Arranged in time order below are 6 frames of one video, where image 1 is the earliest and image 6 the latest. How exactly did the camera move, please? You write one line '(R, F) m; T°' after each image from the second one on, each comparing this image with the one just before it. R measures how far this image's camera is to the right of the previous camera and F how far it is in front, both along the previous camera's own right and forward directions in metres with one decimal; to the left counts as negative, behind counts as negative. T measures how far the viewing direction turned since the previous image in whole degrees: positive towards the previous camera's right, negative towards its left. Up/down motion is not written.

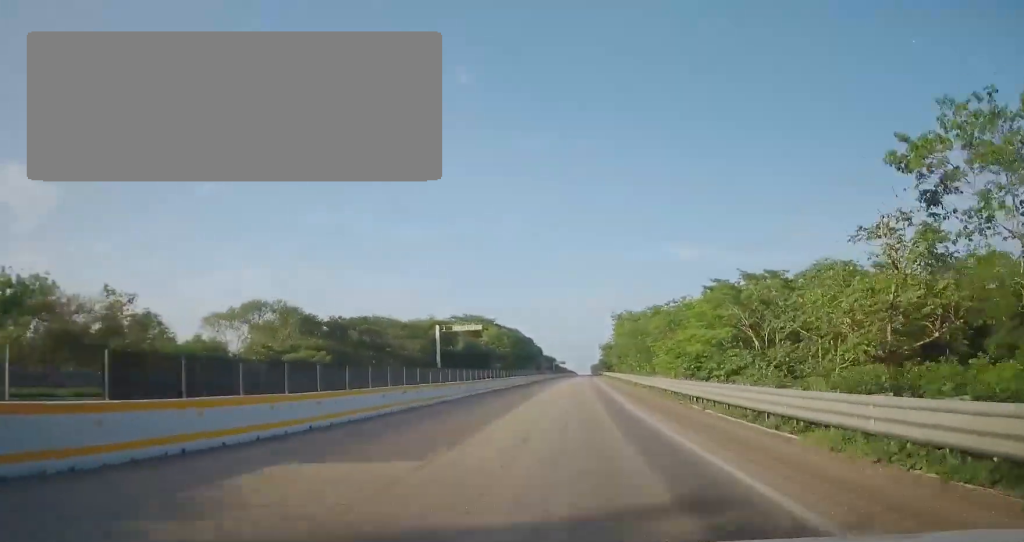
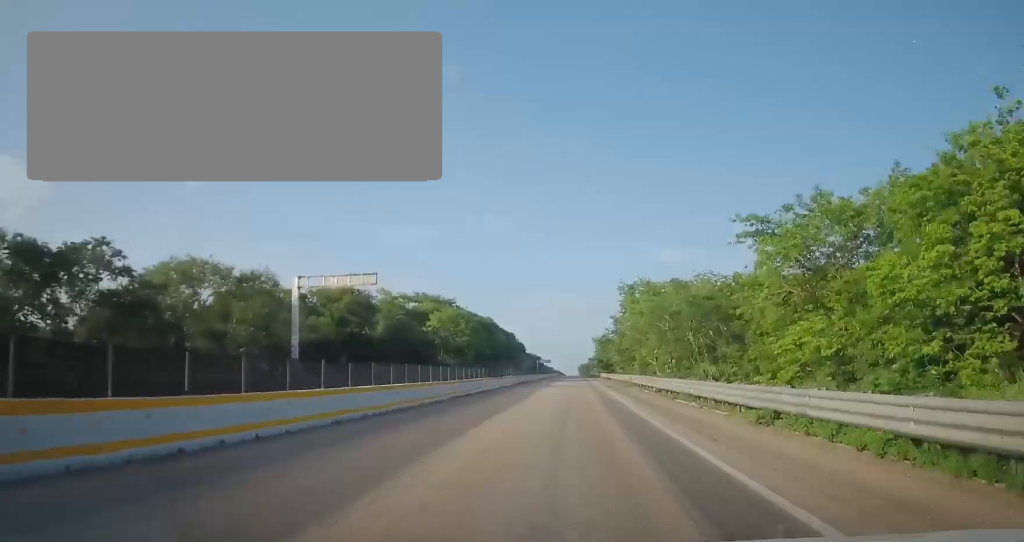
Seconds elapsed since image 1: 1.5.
(+0.3, +39.0) m; +1°
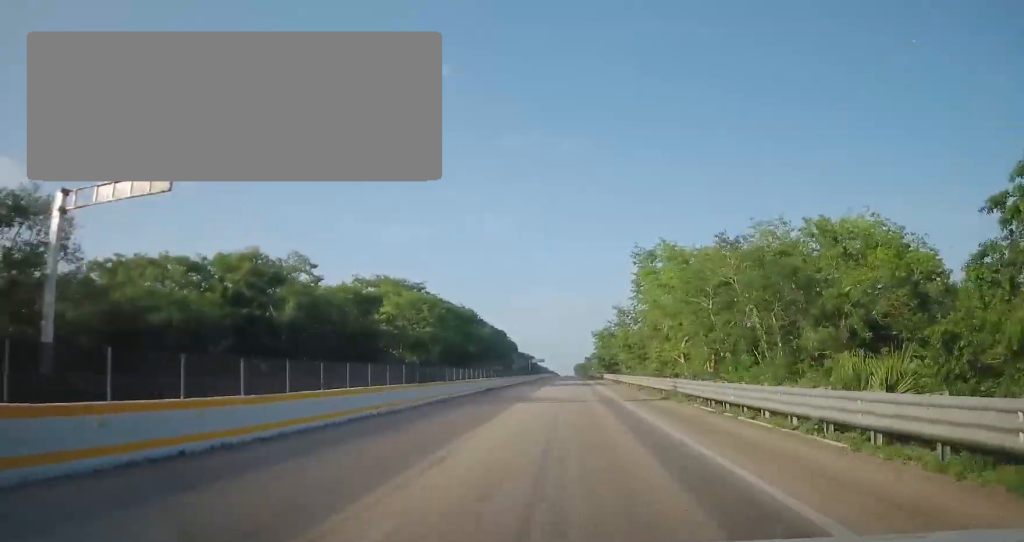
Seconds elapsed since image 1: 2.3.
(-0.1, +21.5) m; +1°
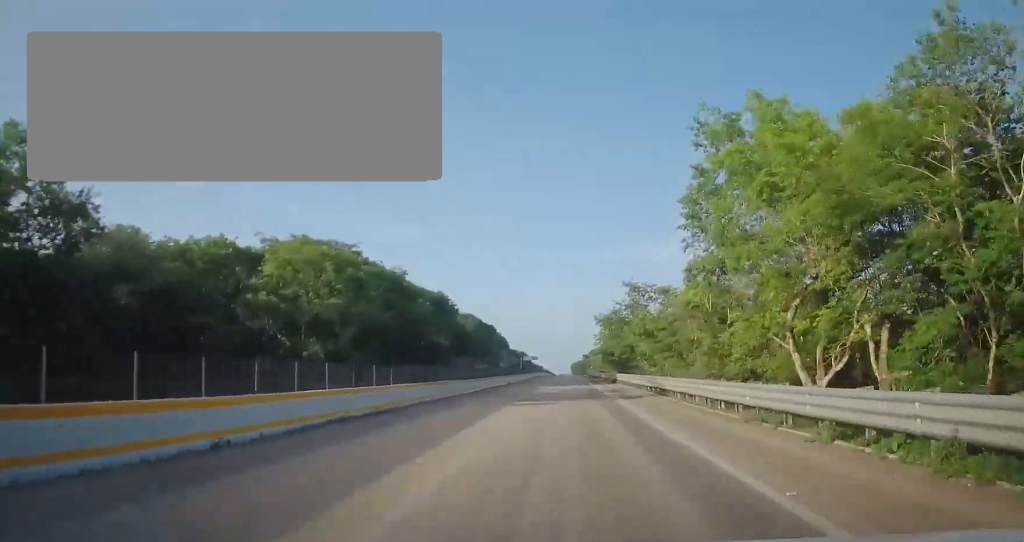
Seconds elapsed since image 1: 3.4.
(+0.4, +28.9) m; +1°
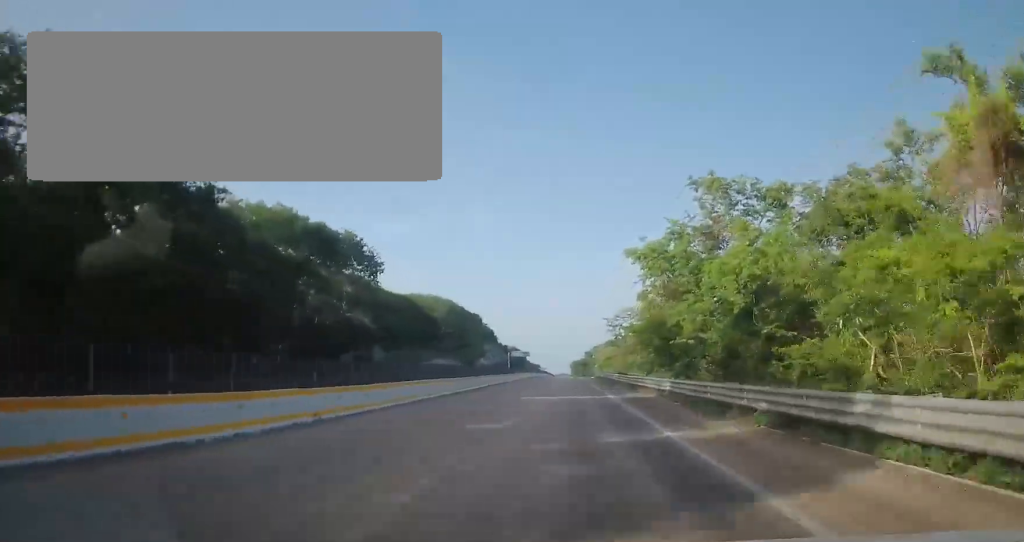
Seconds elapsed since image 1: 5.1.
(+0.7, +46.4) m; +1°
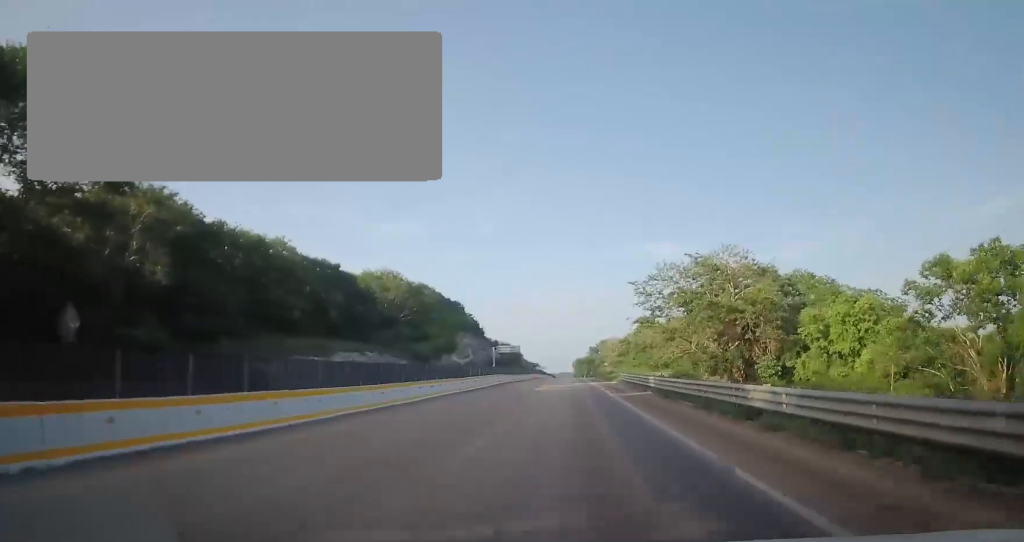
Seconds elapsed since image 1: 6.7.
(-0.5, +41.1) m; -1°
